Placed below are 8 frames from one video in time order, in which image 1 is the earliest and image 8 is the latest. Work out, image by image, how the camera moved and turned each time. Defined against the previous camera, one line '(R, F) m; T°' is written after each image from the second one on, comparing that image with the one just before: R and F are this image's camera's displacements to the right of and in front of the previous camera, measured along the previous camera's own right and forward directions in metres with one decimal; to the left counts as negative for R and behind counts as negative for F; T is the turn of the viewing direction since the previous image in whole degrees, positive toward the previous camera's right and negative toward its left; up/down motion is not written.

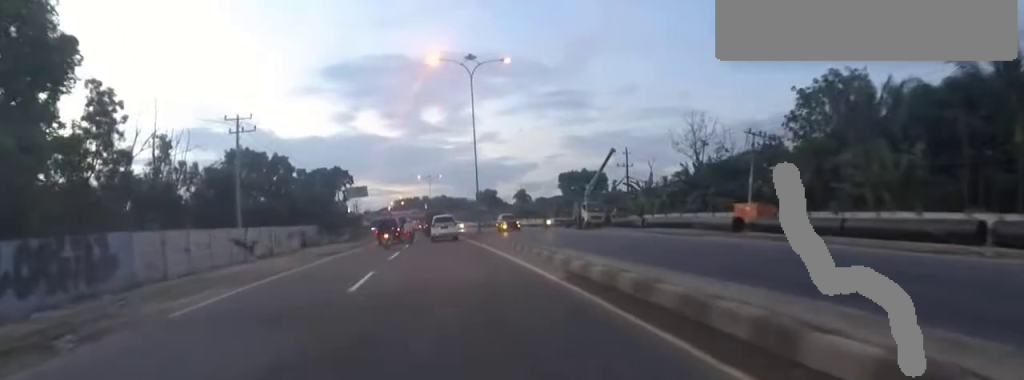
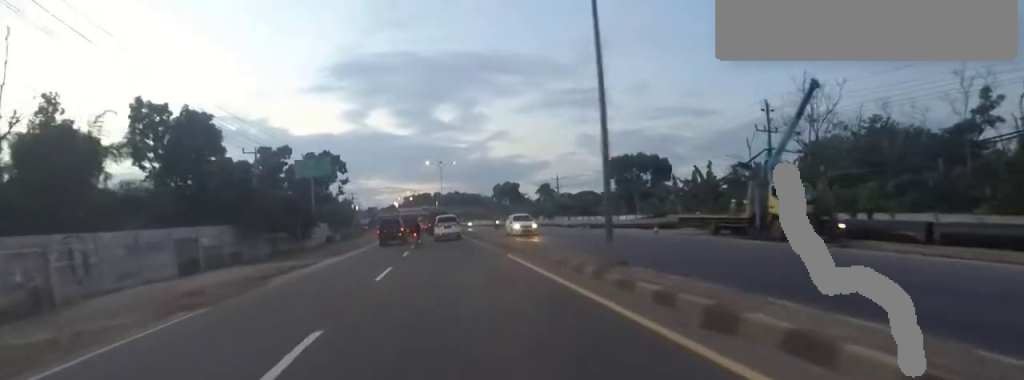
(+2.5, +23.8) m; +14°
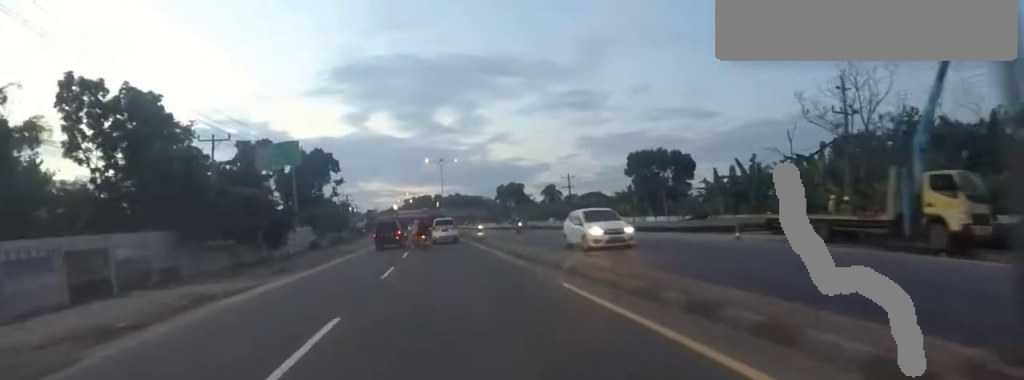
(+0.4, +7.3) m; +3°
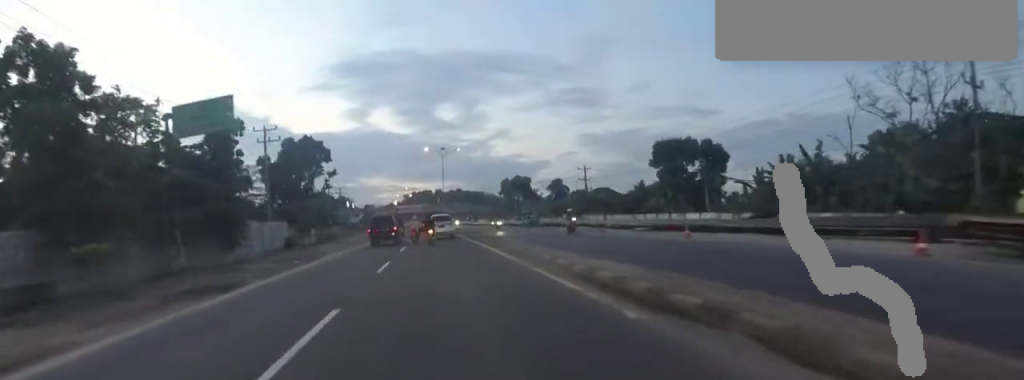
(+0.1, +8.2) m; -1°
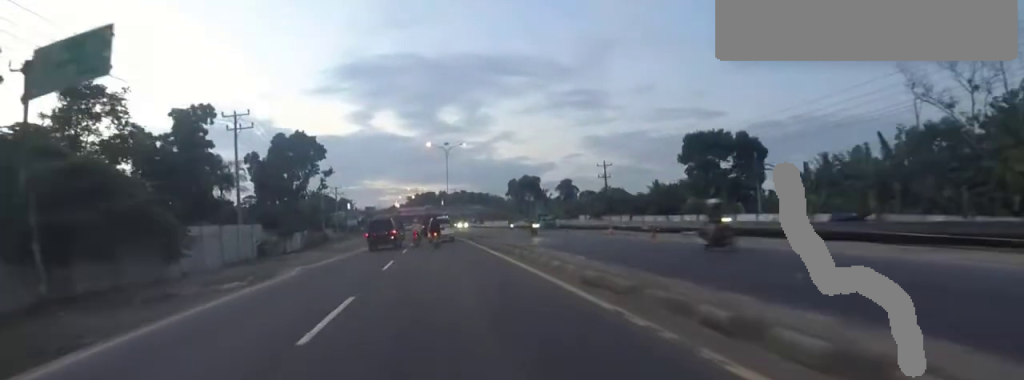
(-0.1, +6.9) m; 0°
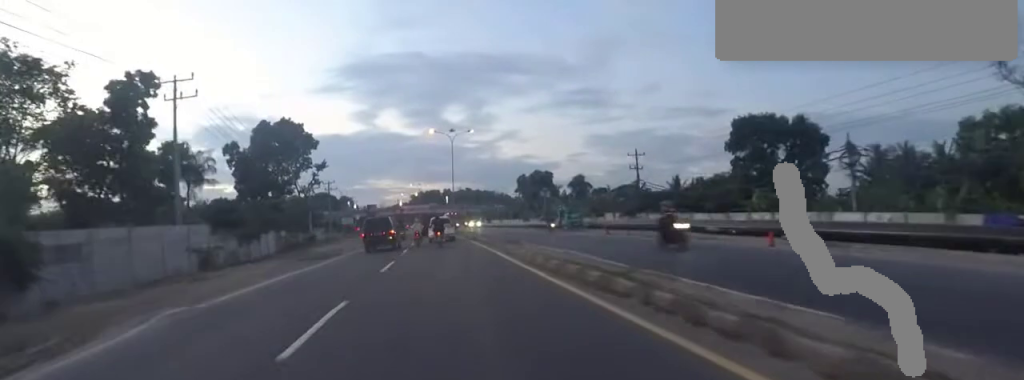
(-0.2, +9.0) m; 0°
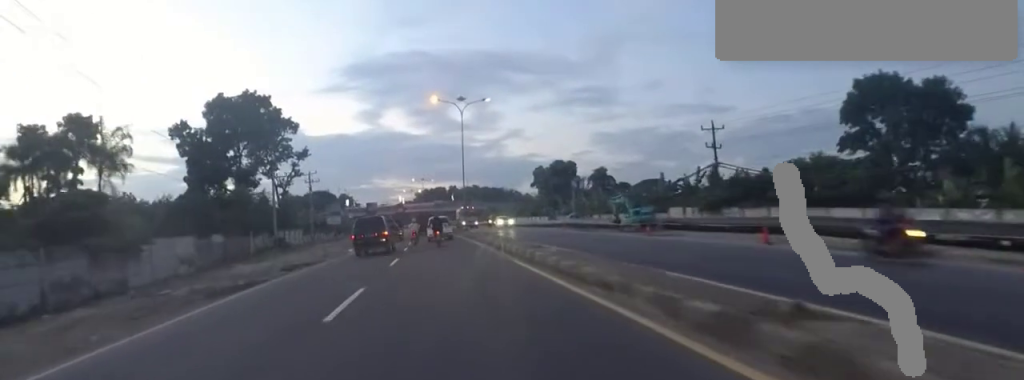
(+0.4, +15.4) m; 0°
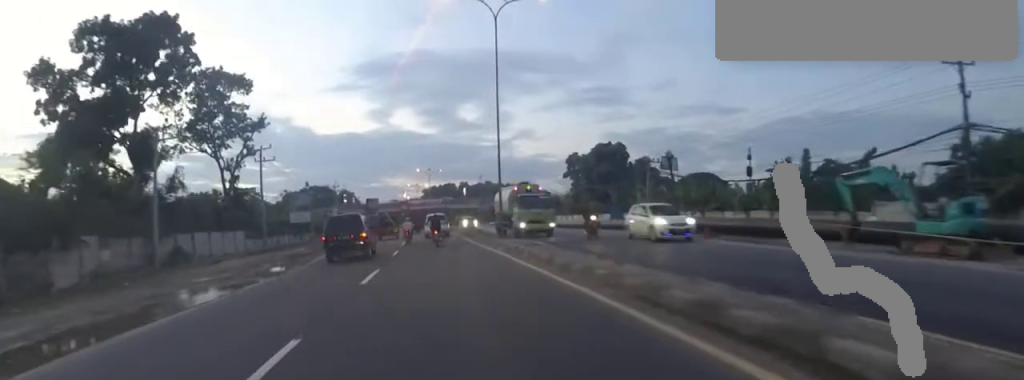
(-2.1, +21.6) m; -8°
